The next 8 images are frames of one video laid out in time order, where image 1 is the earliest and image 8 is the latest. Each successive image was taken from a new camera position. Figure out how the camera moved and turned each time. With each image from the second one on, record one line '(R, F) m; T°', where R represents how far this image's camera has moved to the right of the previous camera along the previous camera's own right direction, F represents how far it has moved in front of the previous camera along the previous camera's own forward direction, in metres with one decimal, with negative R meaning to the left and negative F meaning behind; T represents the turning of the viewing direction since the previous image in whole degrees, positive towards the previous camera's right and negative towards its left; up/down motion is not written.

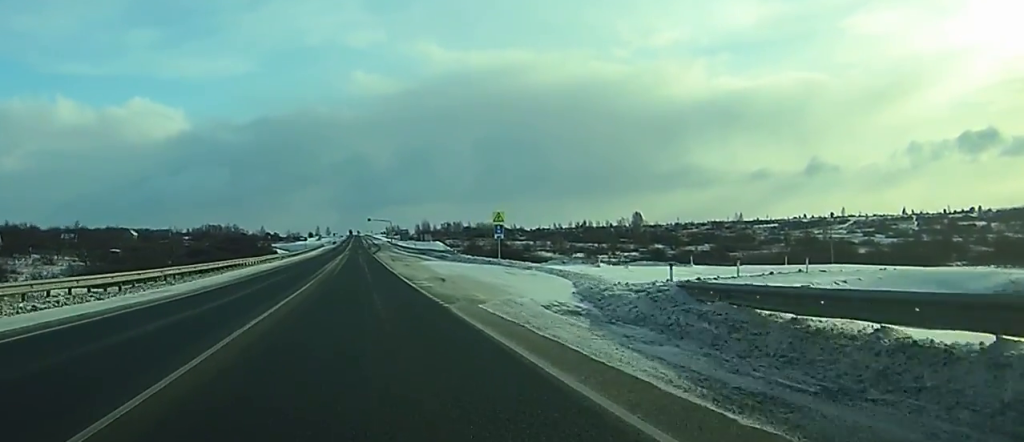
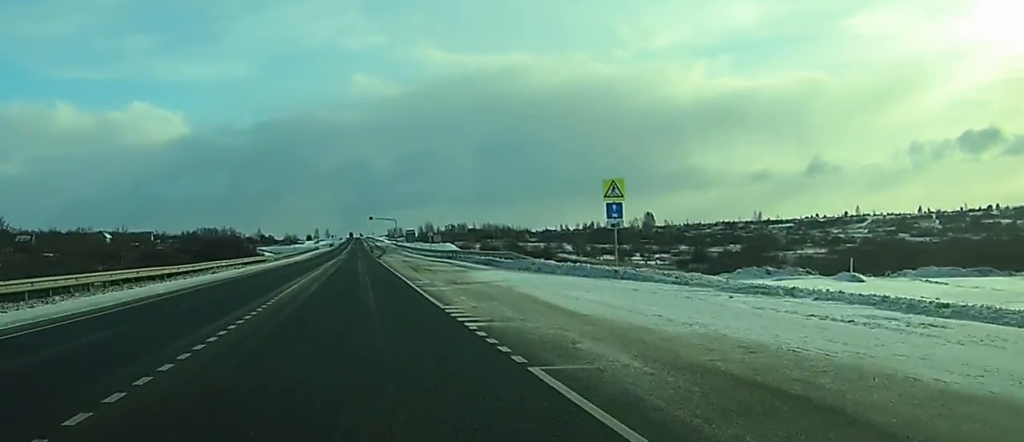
(+0.1, +31.6) m; 0°
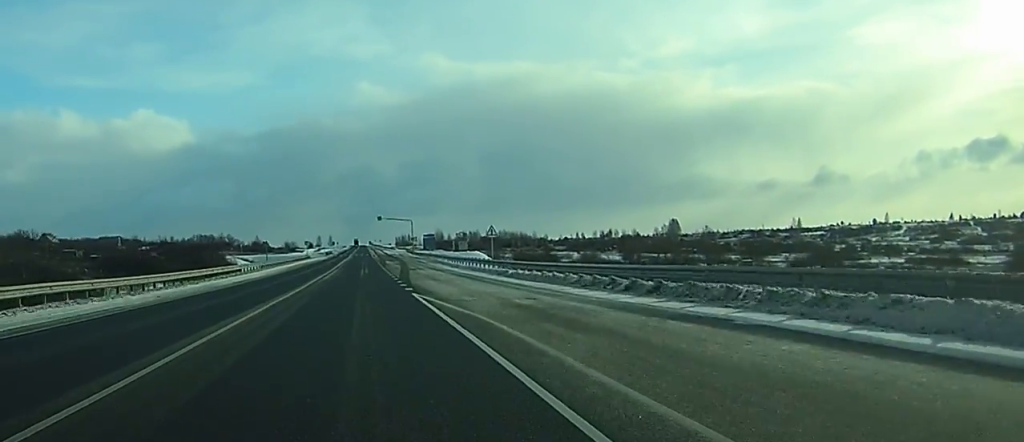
(0.0, +50.8) m; 0°
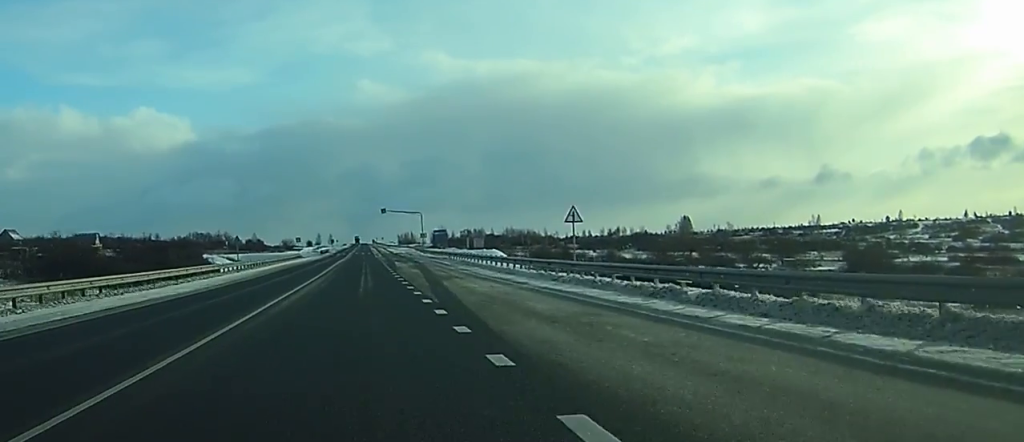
(0.0, +24.4) m; 0°
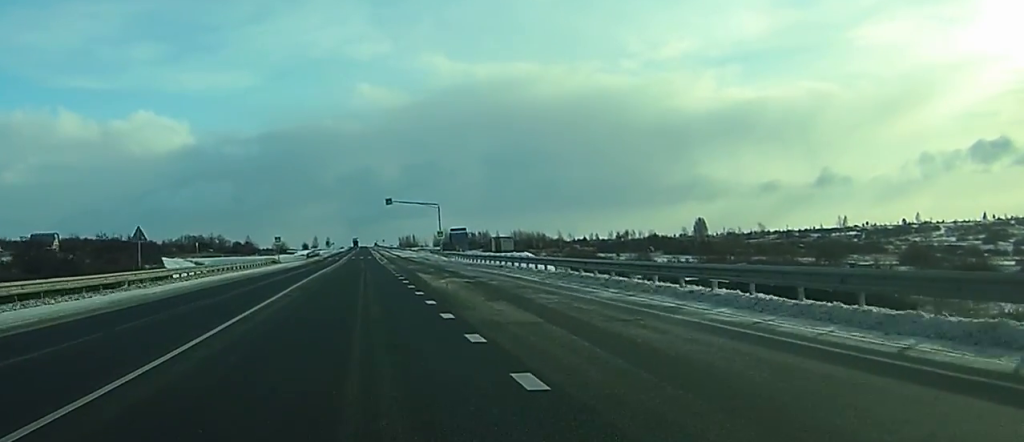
(-0.1, +33.9) m; 0°
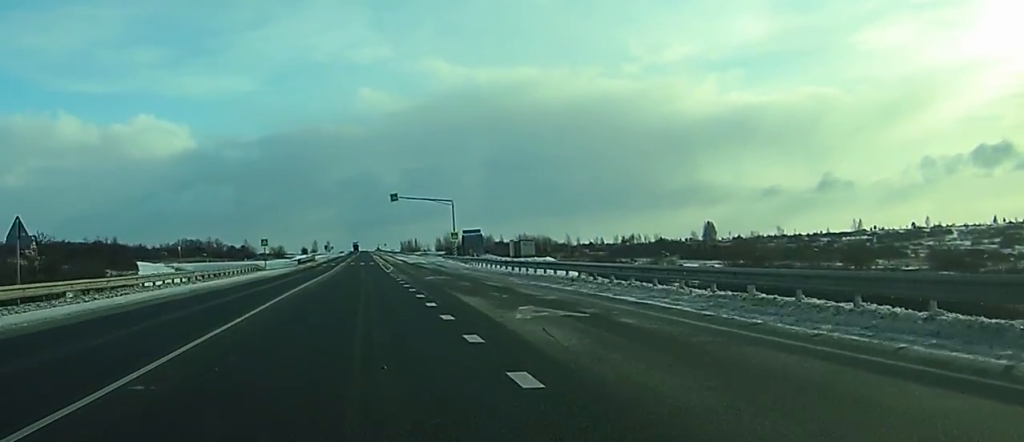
(0.0, +15.9) m; 0°
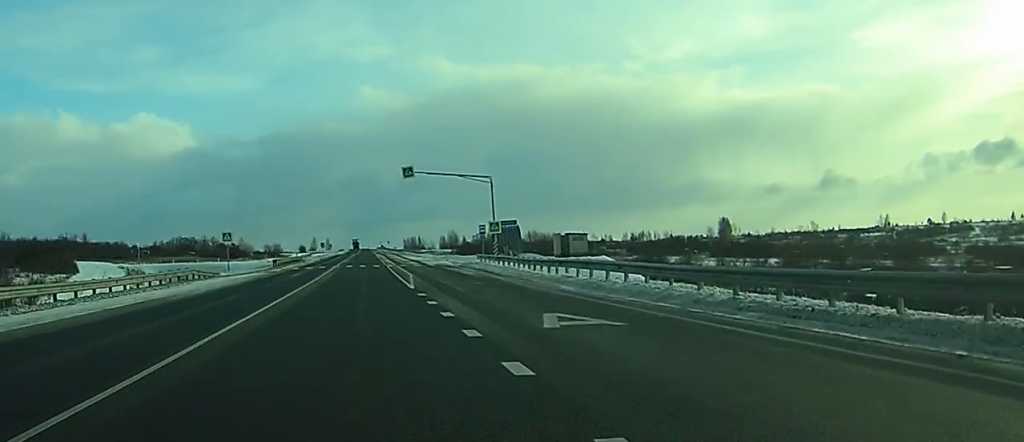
(0.0, +27.4) m; 0°
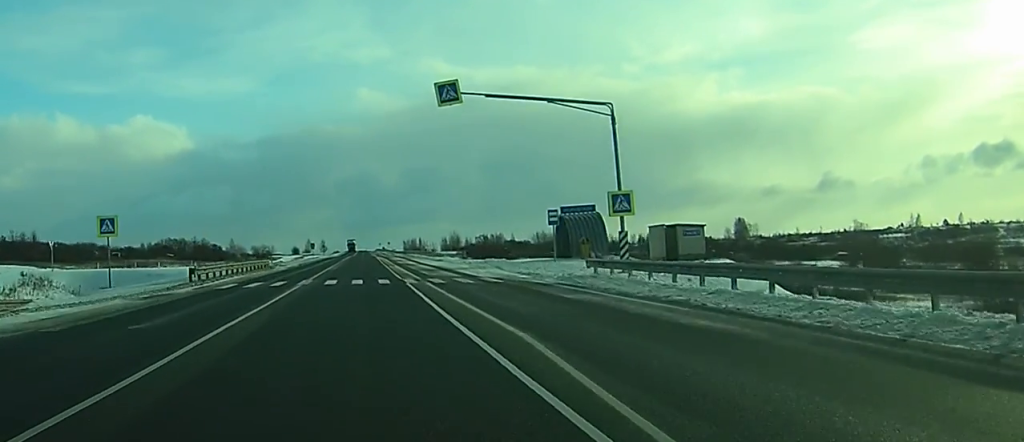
(0.0, +32.5) m; 0°
